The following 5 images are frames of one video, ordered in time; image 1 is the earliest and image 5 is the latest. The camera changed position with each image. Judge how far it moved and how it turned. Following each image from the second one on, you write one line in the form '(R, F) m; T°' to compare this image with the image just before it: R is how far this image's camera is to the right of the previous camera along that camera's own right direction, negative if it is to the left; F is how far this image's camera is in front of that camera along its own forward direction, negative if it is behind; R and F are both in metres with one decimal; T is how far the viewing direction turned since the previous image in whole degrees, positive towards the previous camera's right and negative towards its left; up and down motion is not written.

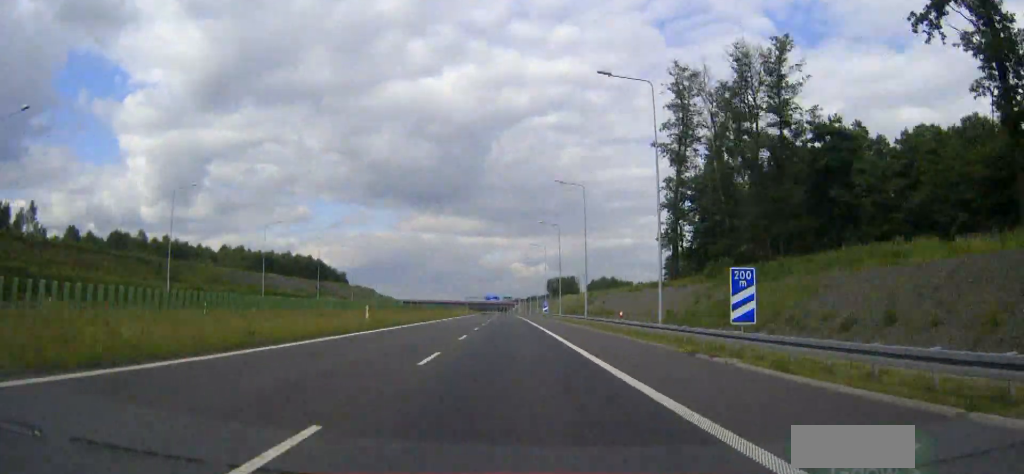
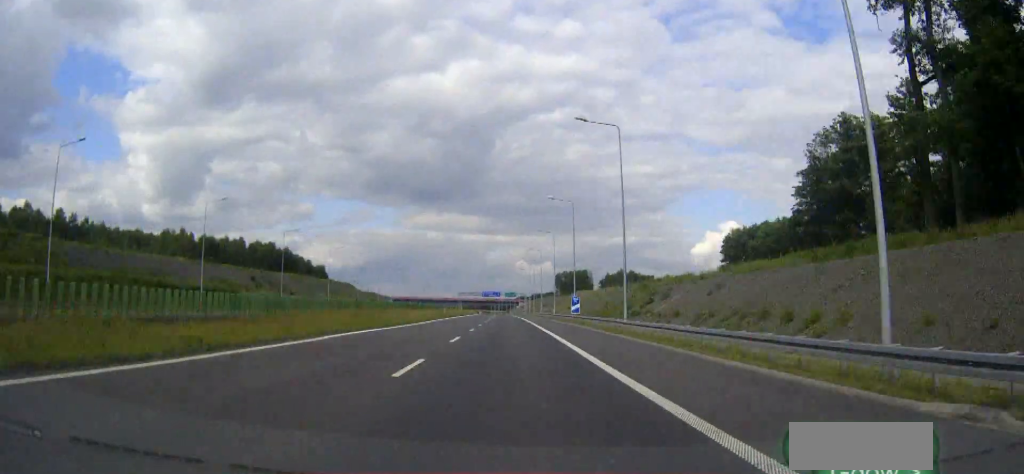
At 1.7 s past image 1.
(-0.2, +50.3) m; +1°
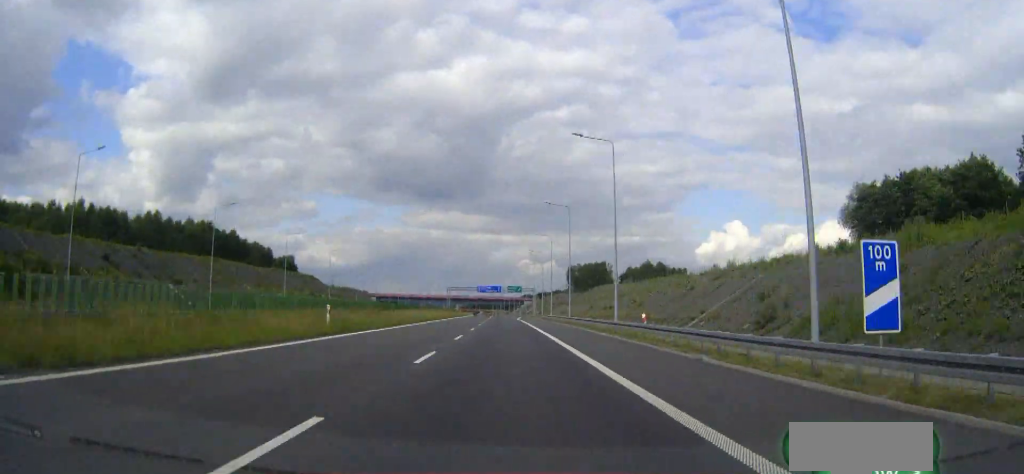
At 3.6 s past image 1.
(+1.2, +55.9) m; -1°
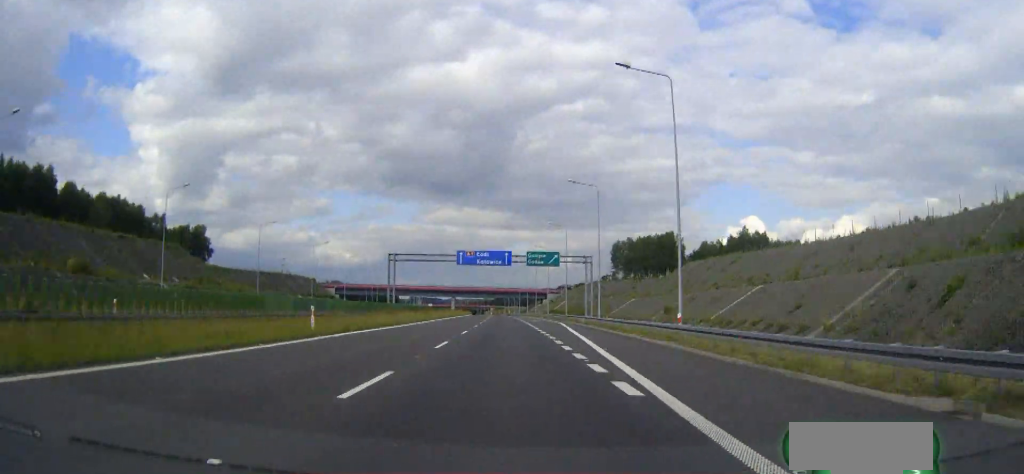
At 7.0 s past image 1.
(-3.9, +98.7) m; -4°
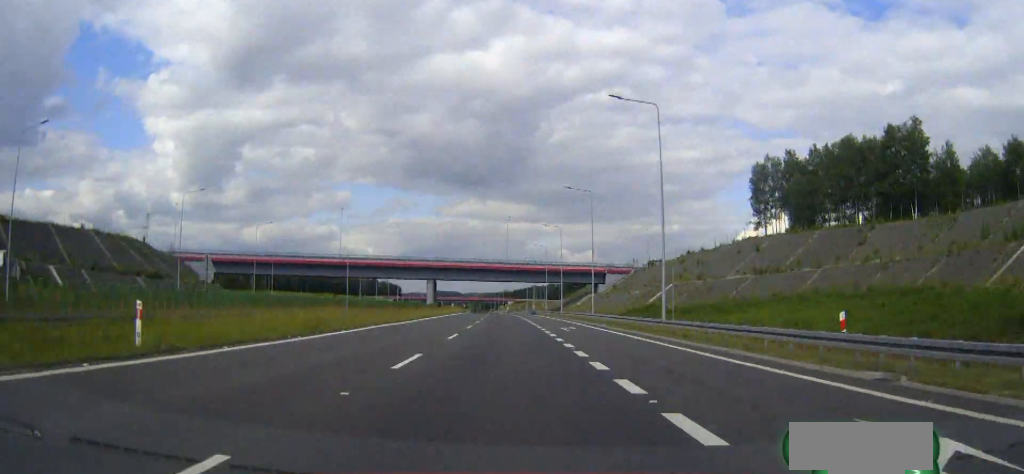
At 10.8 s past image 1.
(-0.9, +110.9) m; 0°
